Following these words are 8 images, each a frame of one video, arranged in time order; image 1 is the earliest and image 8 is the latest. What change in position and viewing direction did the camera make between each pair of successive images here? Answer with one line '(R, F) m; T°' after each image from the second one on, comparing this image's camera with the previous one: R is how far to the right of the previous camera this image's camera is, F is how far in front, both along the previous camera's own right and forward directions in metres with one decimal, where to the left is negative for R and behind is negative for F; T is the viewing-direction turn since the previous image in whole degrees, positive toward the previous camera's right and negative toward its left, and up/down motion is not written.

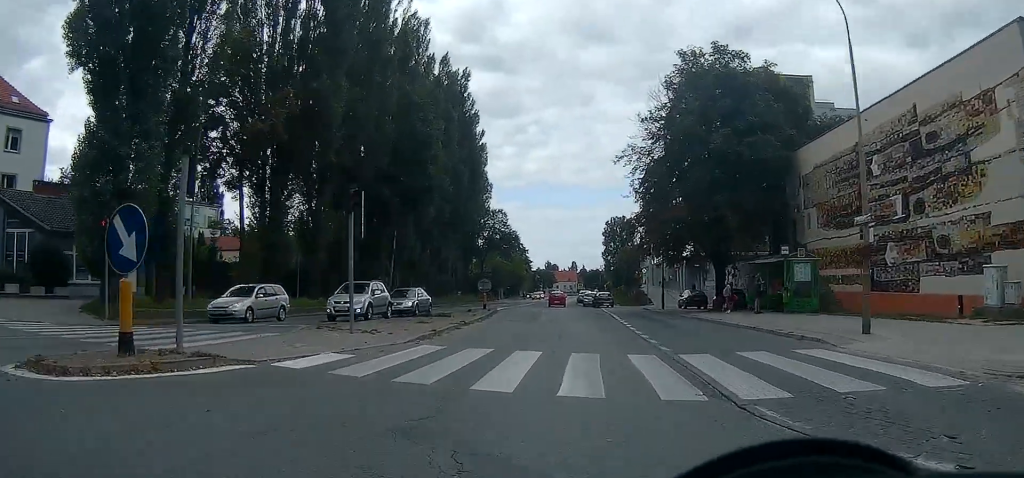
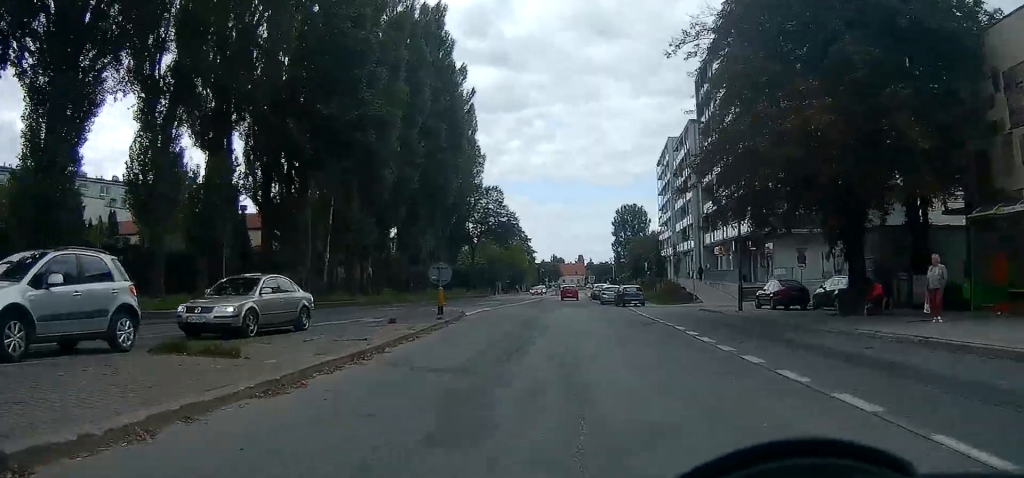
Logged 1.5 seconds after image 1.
(-0.2, +17.5) m; -2°
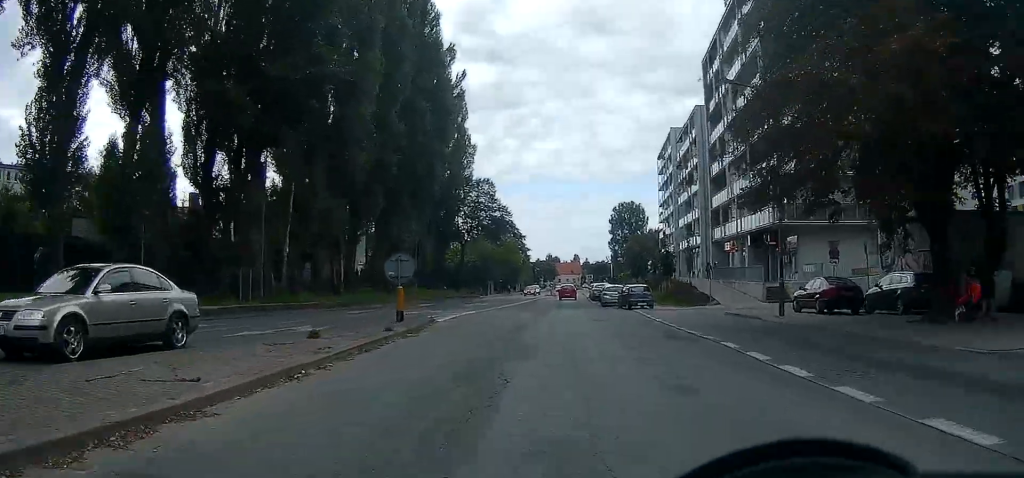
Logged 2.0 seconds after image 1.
(-0.1, +5.7) m; 0°
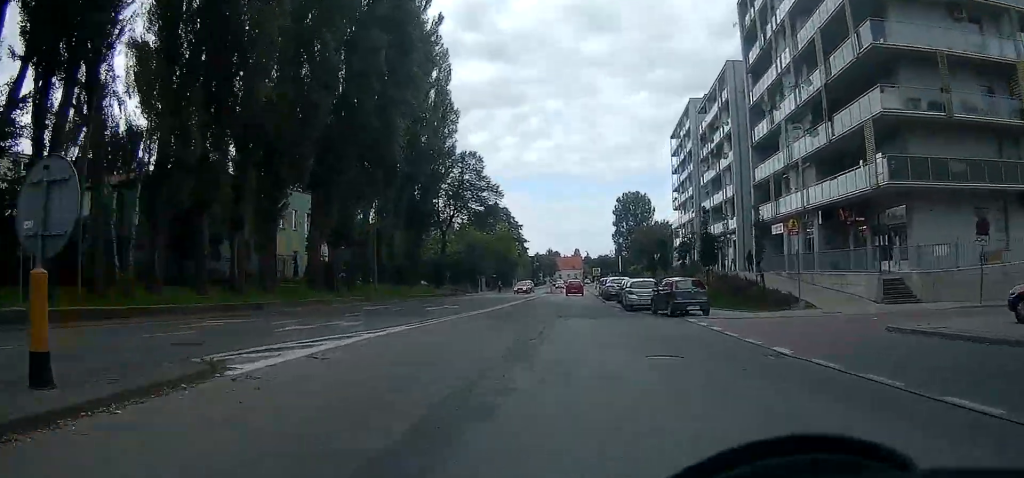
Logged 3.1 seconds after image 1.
(-0.1, +13.6) m; 0°
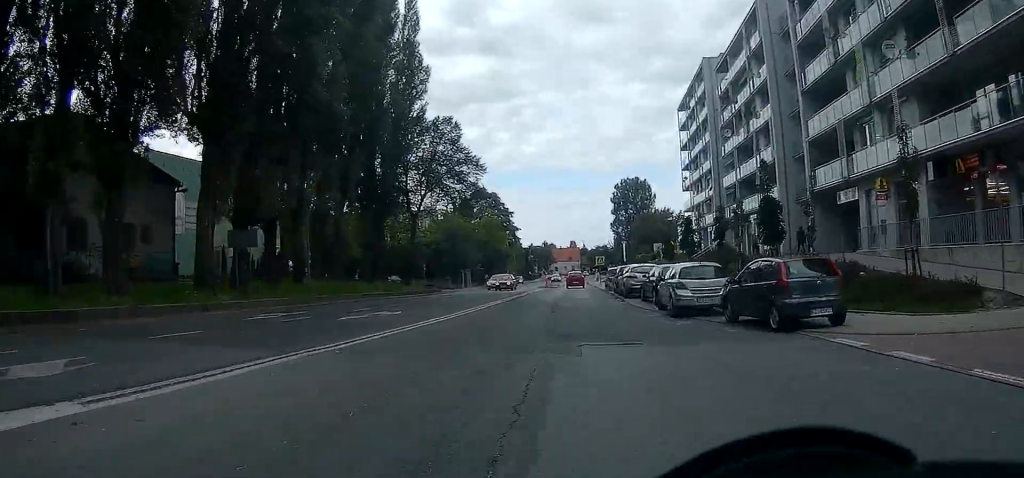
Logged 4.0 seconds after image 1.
(+0.1, +11.7) m; +1°
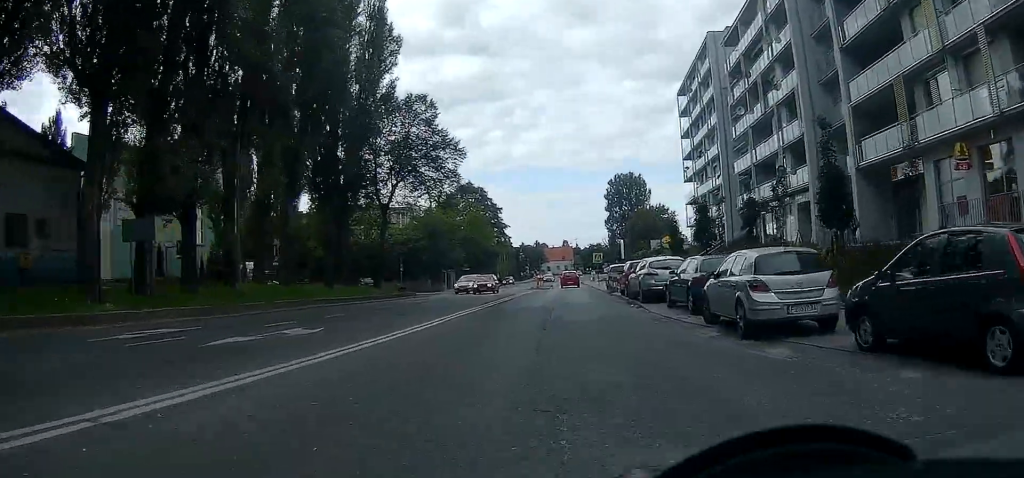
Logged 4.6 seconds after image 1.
(0.0, +7.3) m; +1°
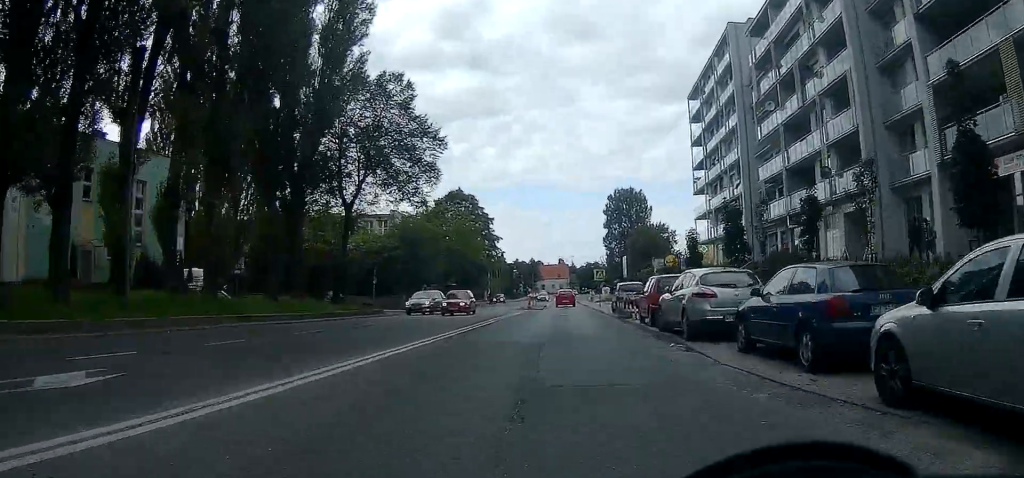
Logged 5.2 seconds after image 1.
(+0.1, +7.6) m; 0°
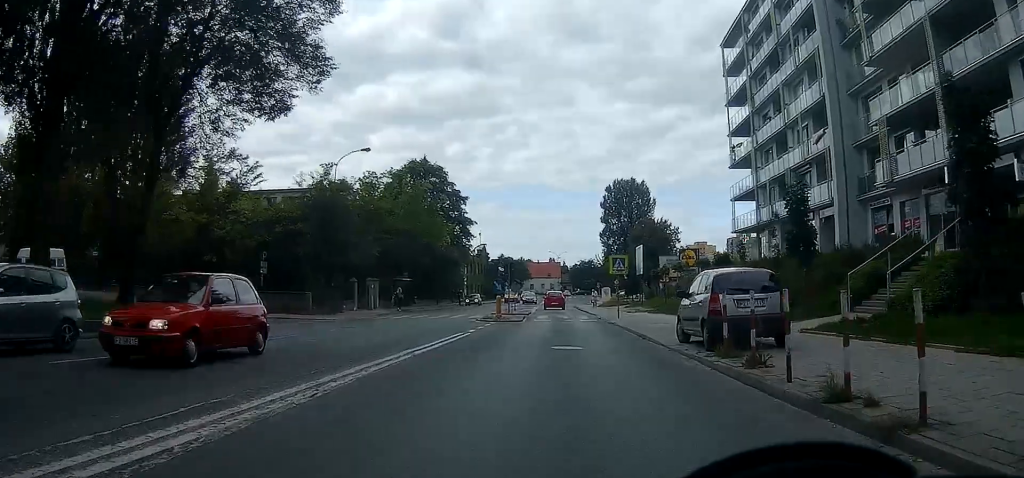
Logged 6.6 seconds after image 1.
(0.0, +19.4) m; +1°
